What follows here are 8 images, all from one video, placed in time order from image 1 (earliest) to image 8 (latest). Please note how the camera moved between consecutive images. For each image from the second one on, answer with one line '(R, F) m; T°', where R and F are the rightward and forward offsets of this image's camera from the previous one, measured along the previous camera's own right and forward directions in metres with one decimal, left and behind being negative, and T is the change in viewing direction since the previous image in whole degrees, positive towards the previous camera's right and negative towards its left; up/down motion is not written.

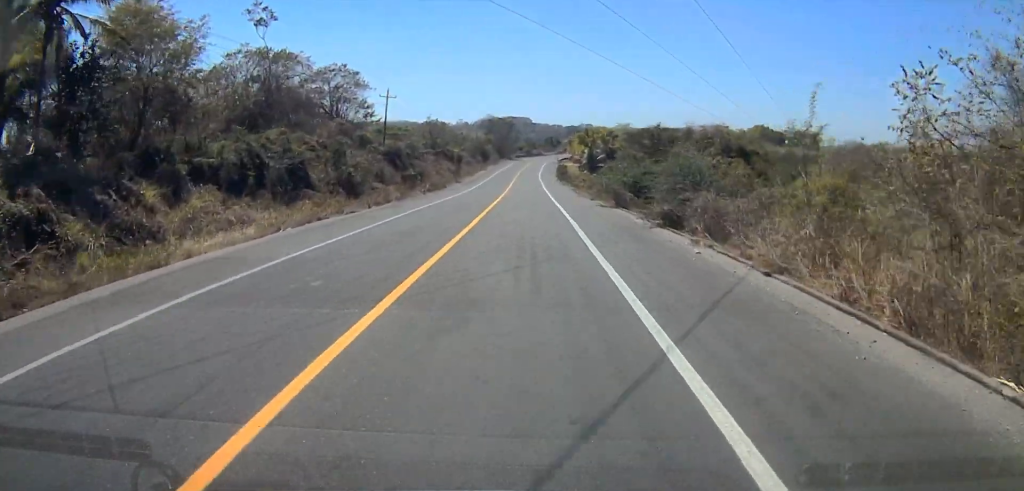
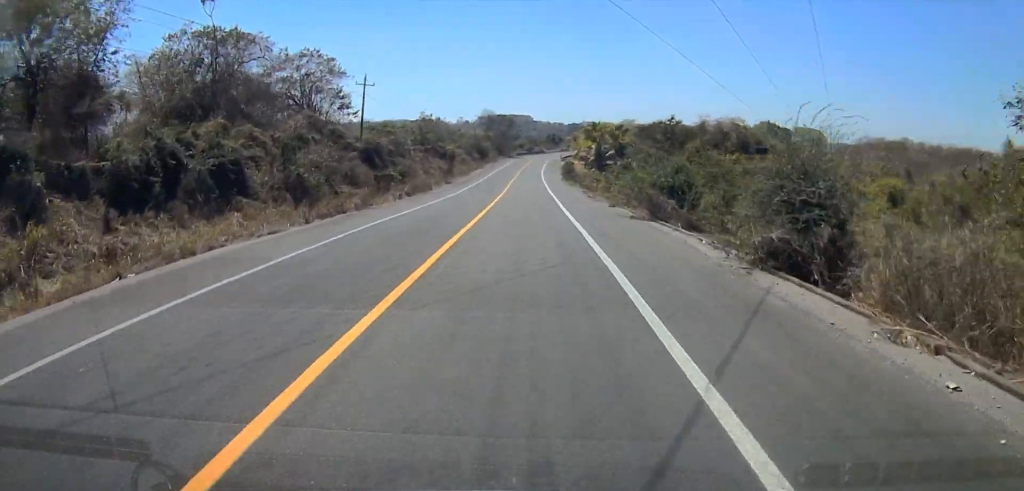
(0.0, +12.8) m; 0°
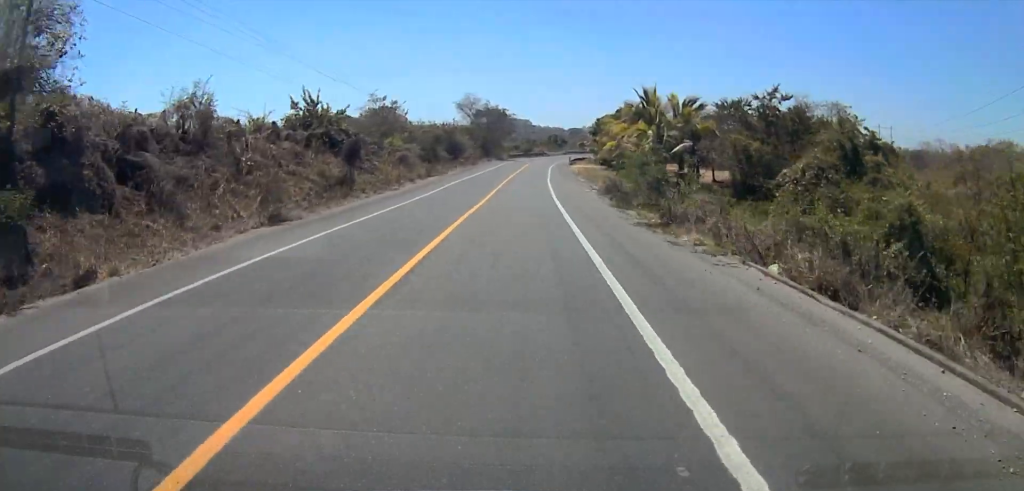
(0.0, +50.7) m; 0°
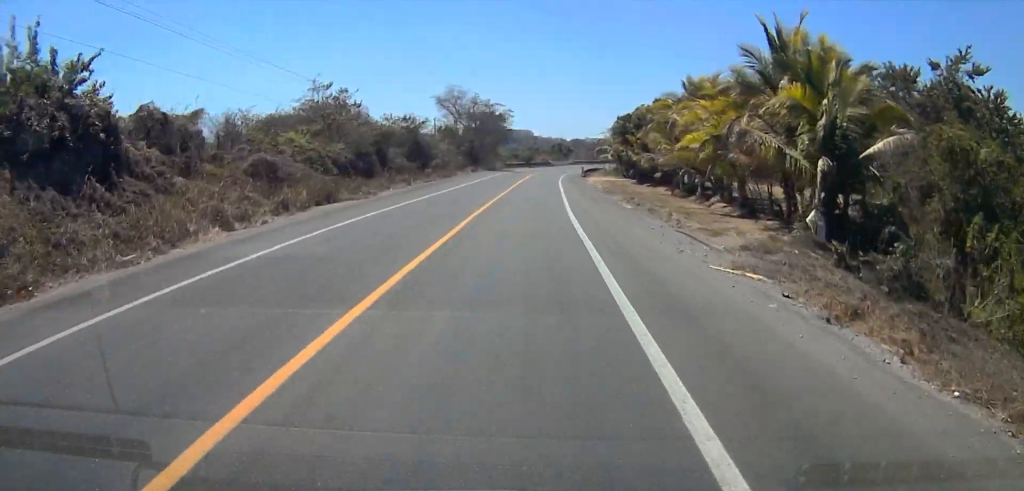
(0.0, +28.1) m; 0°
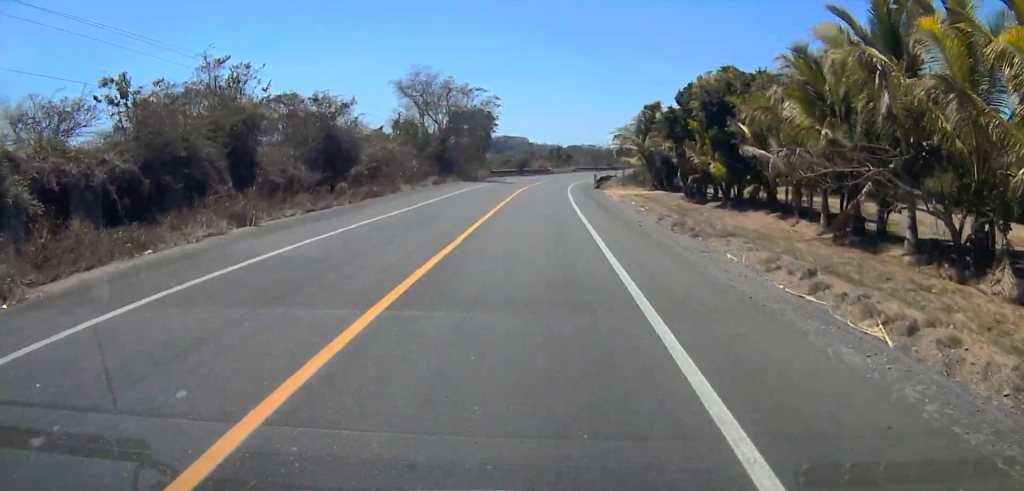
(+0.1, +23.0) m; +1°
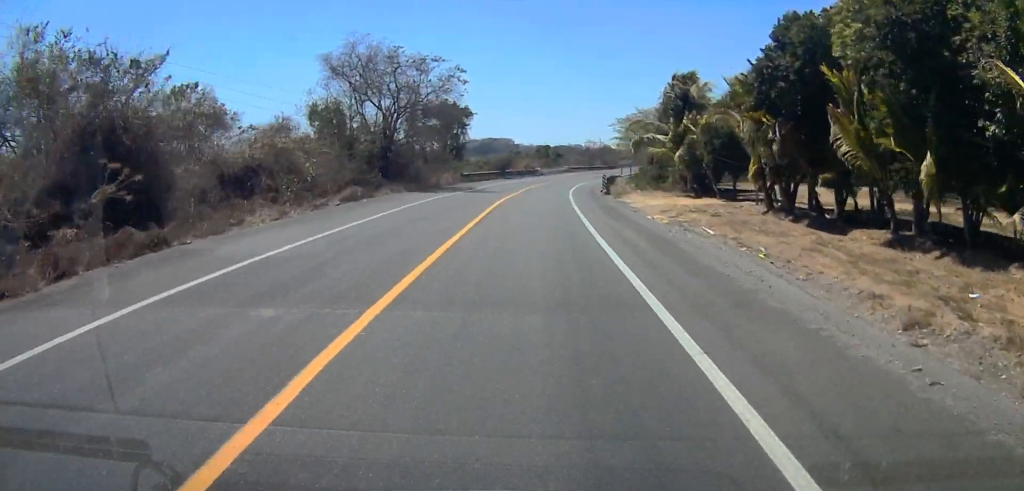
(+0.3, +19.9) m; +1°
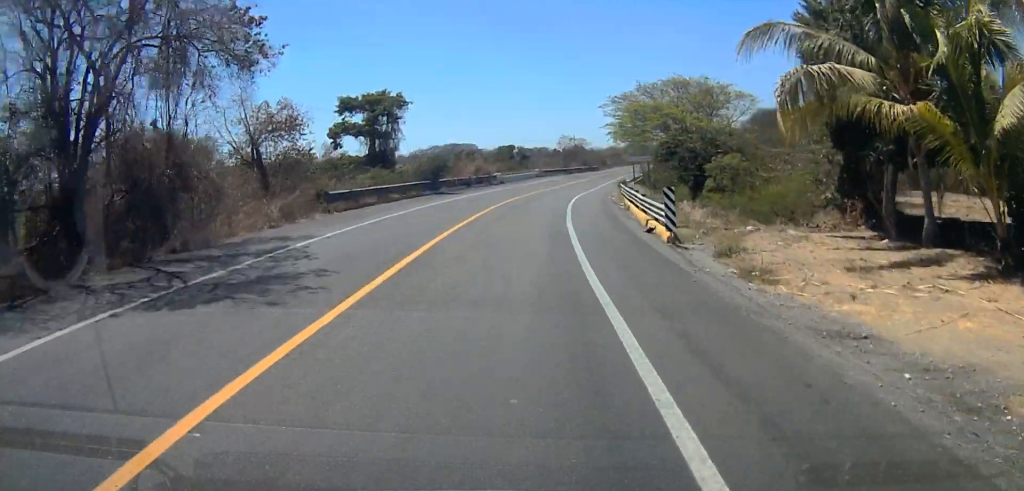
(0.0, +34.5) m; 0°
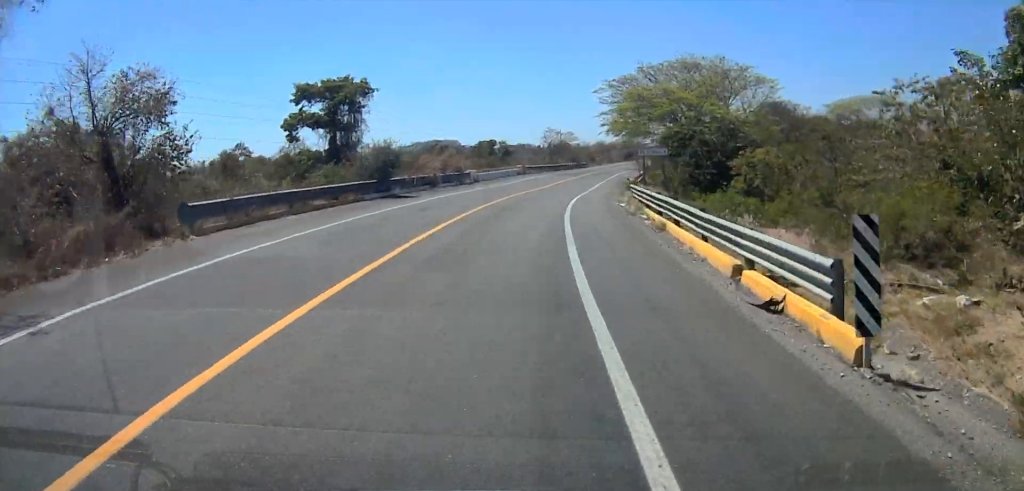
(-0.1, +11.2) m; +1°
